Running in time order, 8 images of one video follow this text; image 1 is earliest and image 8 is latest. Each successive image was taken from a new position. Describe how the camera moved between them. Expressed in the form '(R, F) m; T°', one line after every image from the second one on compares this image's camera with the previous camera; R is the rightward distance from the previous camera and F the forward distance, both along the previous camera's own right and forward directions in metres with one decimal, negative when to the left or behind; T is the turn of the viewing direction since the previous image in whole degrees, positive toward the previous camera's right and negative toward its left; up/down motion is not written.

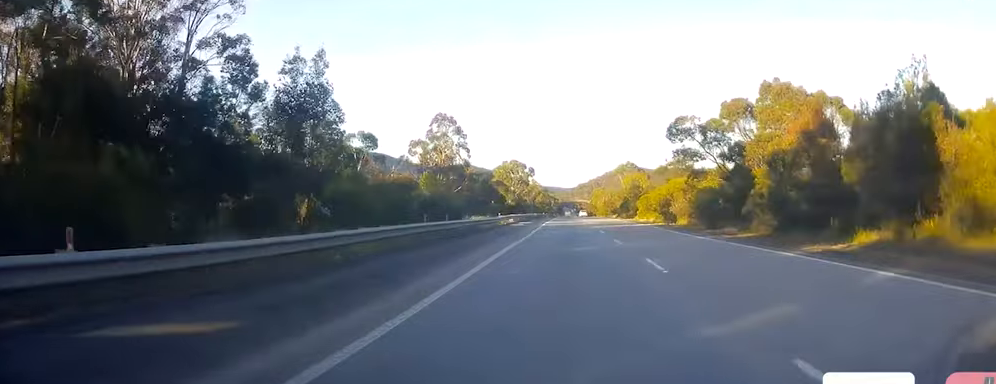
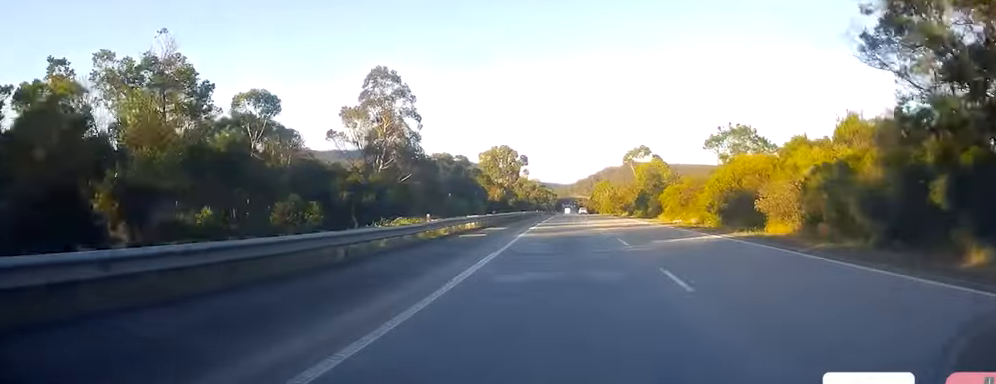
(+0.5, +27.7) m; 0°
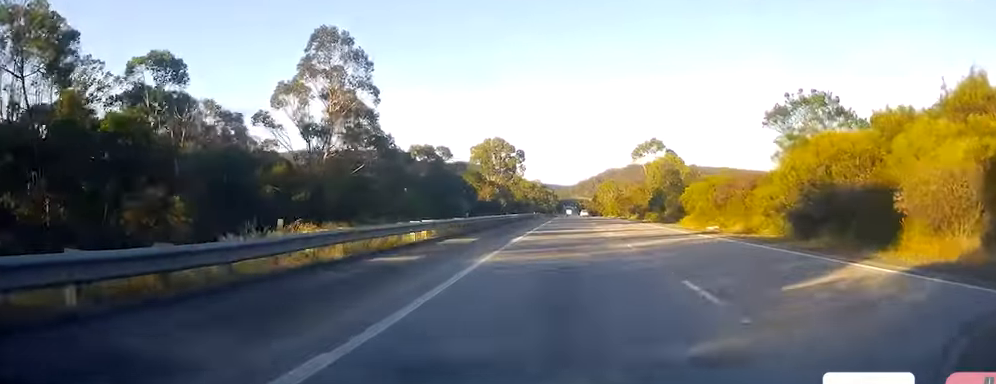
(-0.1, +14.3) m; 0°
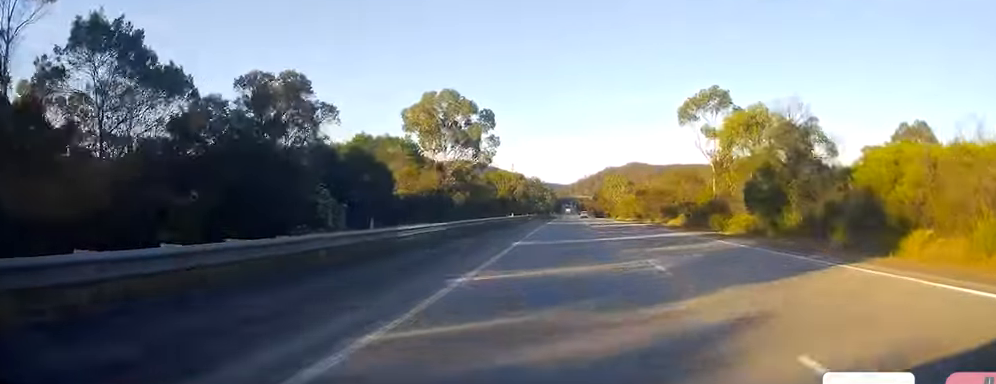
(0.0, +41.9) m; 0°
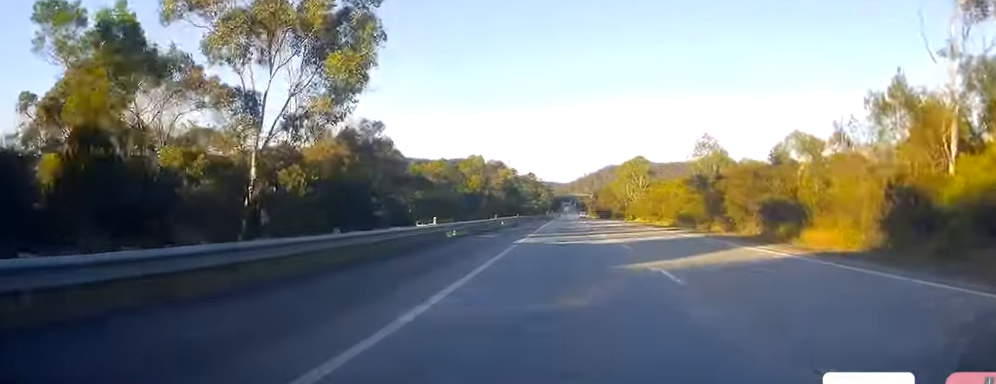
(-0.3, +39.0) m; 0°
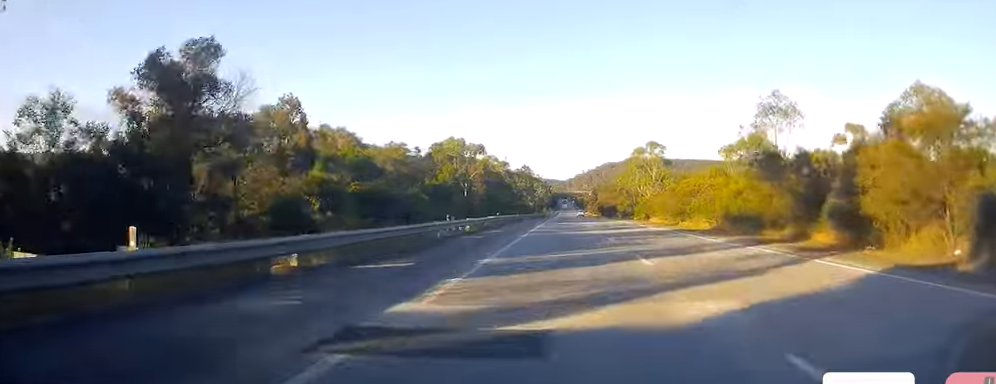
(+0.4, +20.0) m; +1°
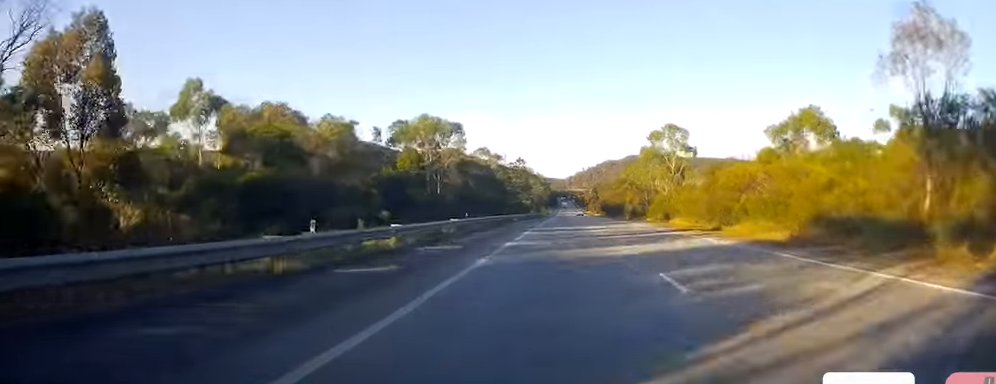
(0.0, +17.1) m; -1°
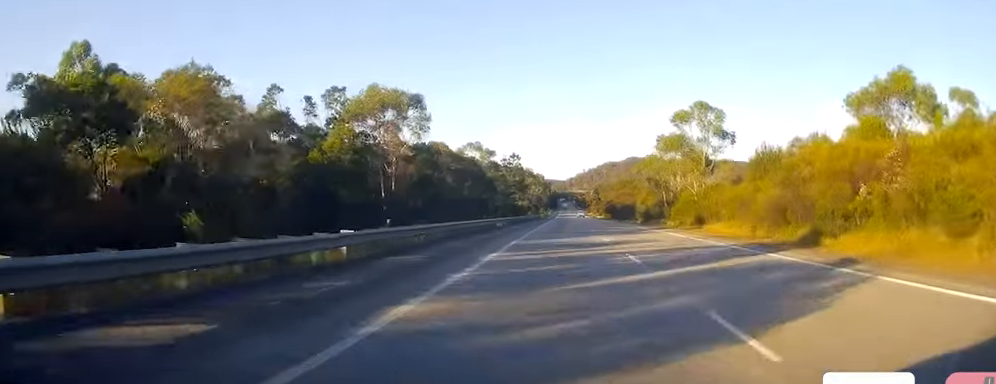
(0.0, +17.1) m; -1°
